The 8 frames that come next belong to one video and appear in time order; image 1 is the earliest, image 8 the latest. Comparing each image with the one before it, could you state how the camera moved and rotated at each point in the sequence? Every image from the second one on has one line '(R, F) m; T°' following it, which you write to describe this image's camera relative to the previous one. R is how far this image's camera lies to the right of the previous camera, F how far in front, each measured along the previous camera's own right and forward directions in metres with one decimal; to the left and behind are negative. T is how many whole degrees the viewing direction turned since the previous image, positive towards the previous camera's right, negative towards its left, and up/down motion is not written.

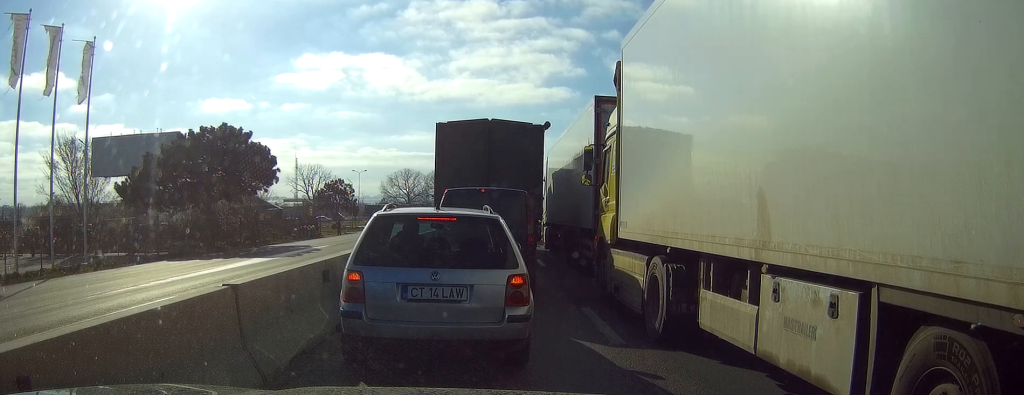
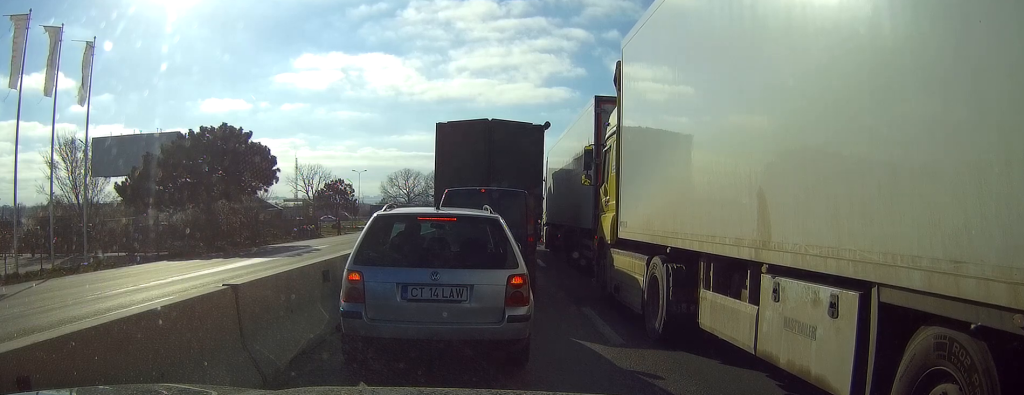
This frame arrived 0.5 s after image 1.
(0.0, 0.0) m; 0°
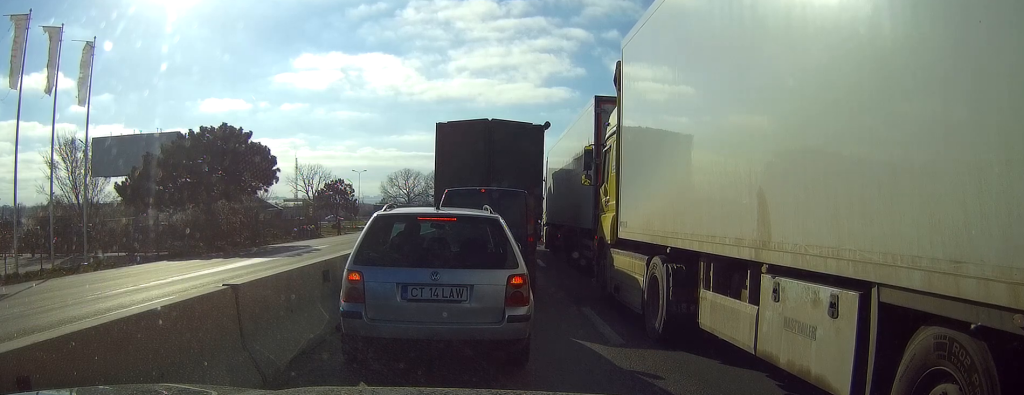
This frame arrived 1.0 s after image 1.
(0.0, 0.0) m; 0°
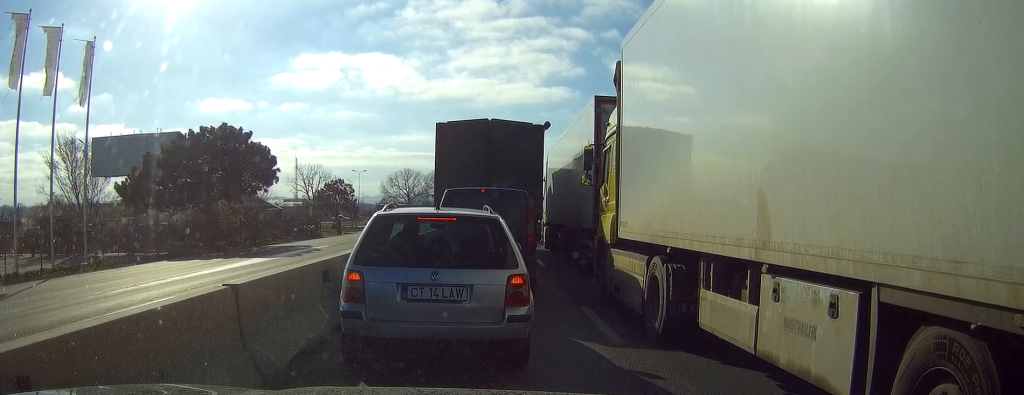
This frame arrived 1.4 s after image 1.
(0.0, 0.0) m; 0°
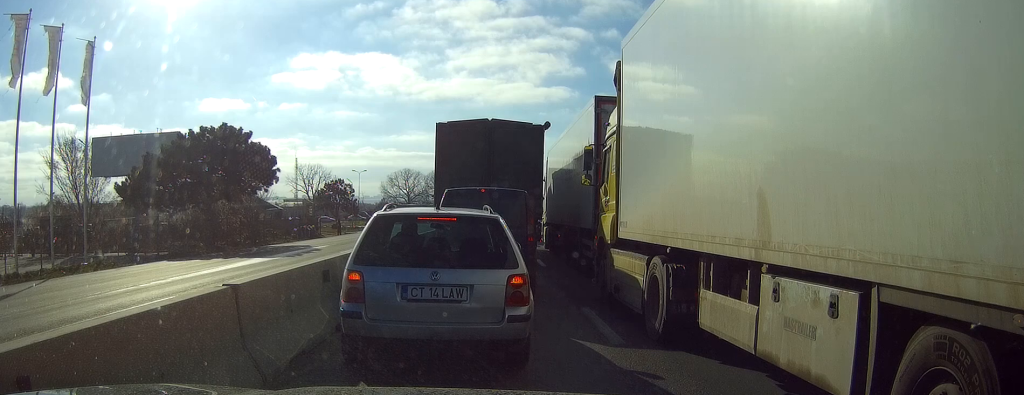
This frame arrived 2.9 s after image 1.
(0.0, 0.0) m; 0°
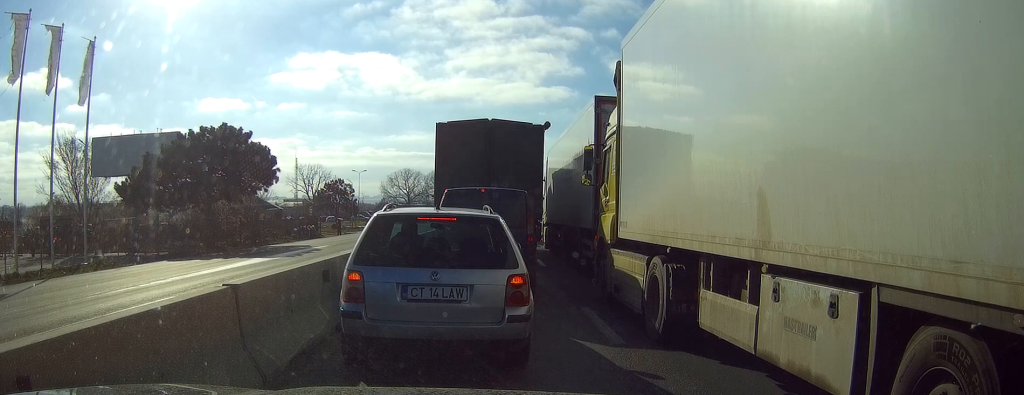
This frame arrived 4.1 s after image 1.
(0.0, 0.0) m; 0°
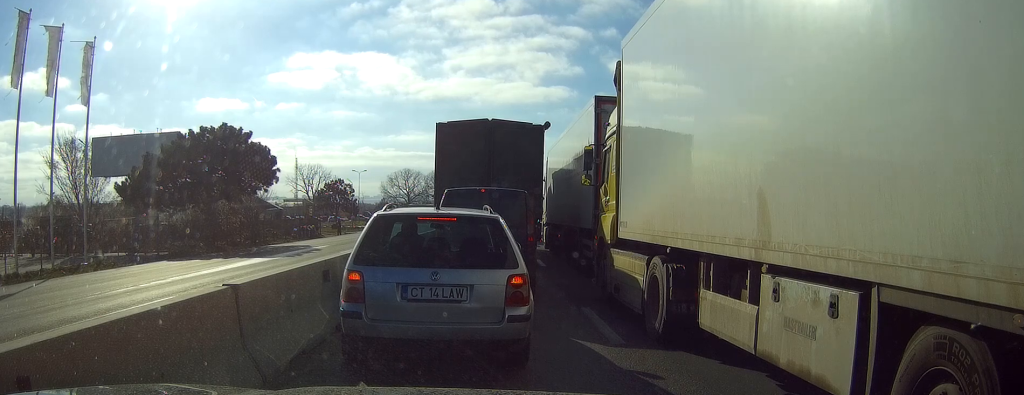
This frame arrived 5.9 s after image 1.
(0.0, 0.0) m; 0°
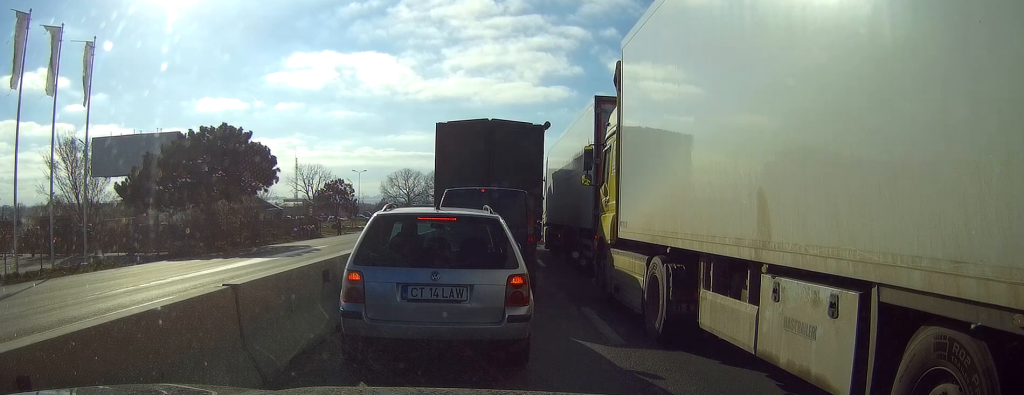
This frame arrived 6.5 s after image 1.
(0.0, 0.0) m; 0°
